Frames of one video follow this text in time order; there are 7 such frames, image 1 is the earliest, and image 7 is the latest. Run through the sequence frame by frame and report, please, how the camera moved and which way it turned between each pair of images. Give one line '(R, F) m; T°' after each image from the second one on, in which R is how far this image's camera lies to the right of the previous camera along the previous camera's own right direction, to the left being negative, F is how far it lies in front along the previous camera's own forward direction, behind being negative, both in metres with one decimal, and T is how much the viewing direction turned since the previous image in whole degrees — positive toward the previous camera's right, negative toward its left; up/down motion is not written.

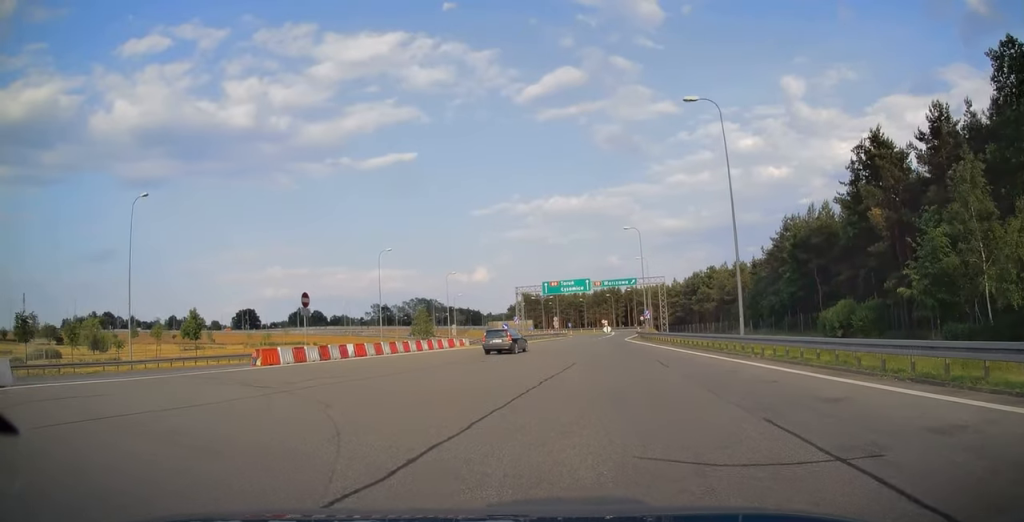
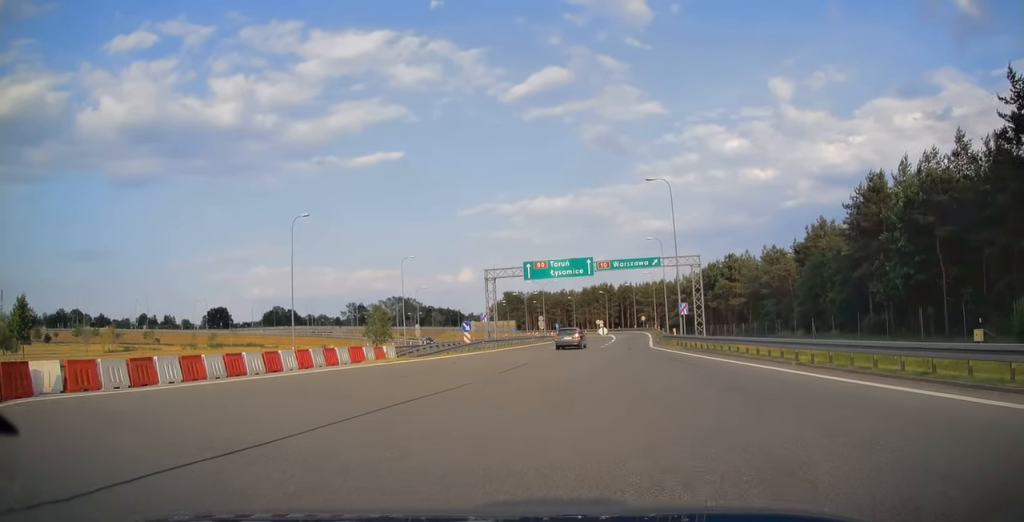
(+0.1, +22.8) m; +2°
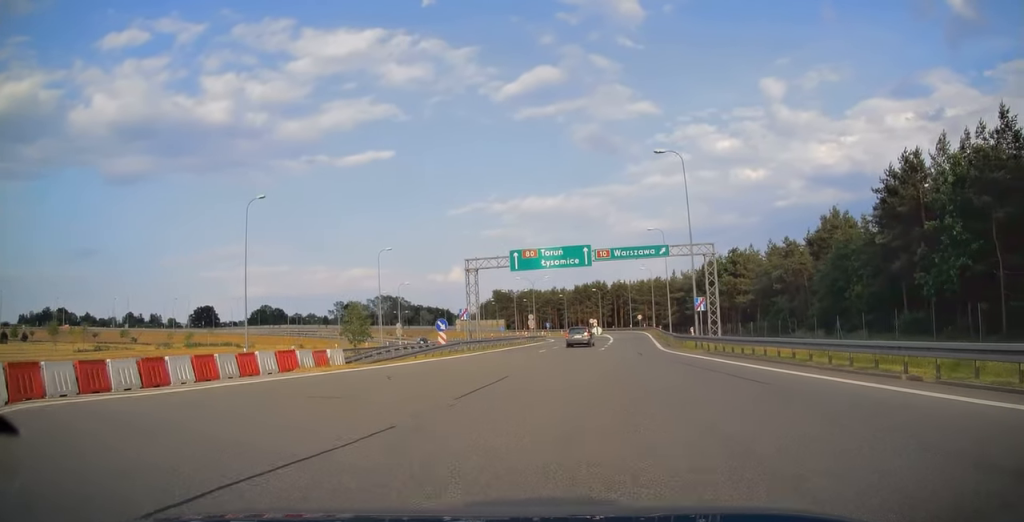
(+0.2, +6.9) m; +1°
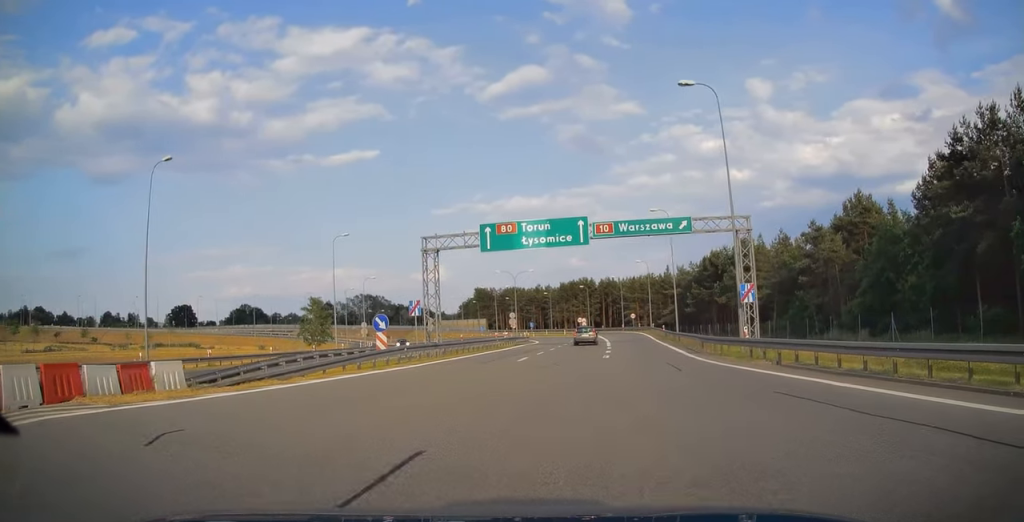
(-0.1, +10.8) m; 0°
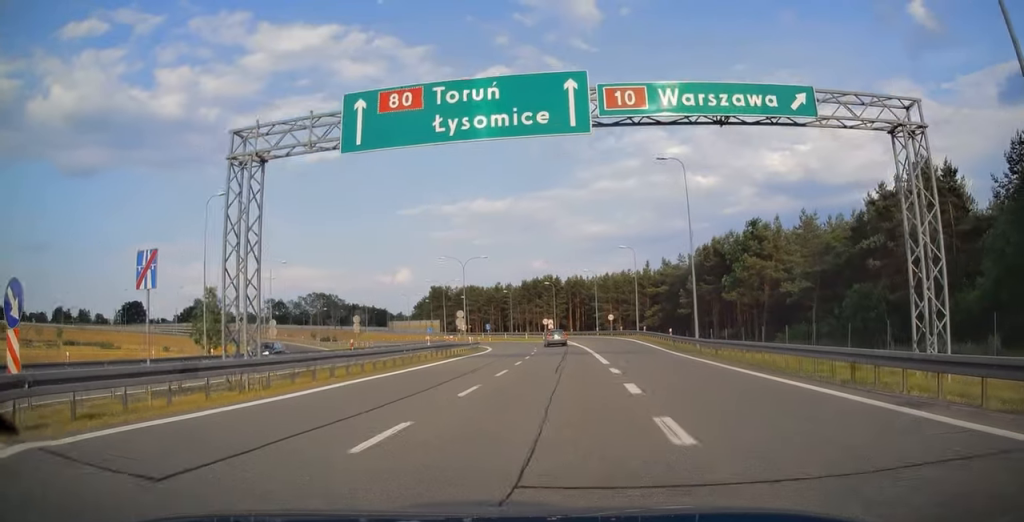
(+0.3, +18.9) m; +3°
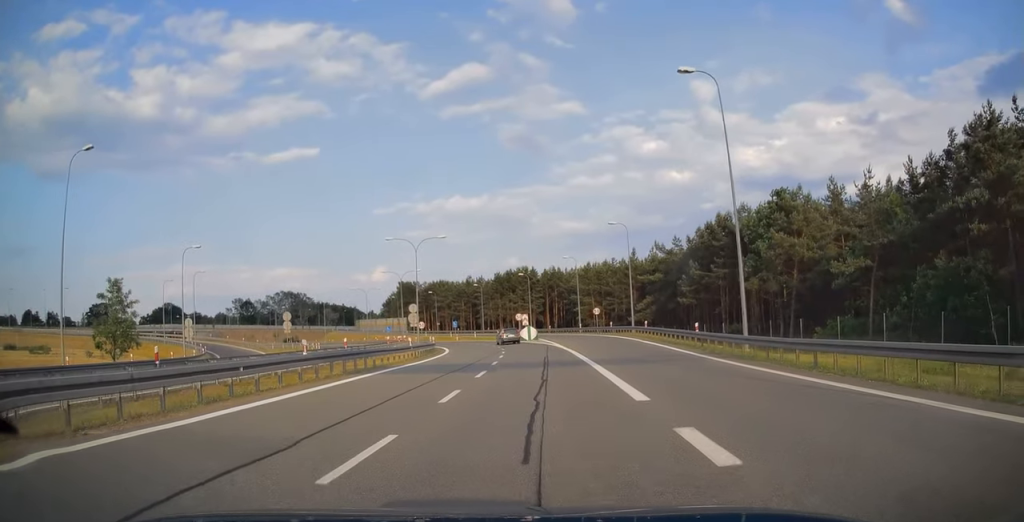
(+0.4, +13.1) m; +3°
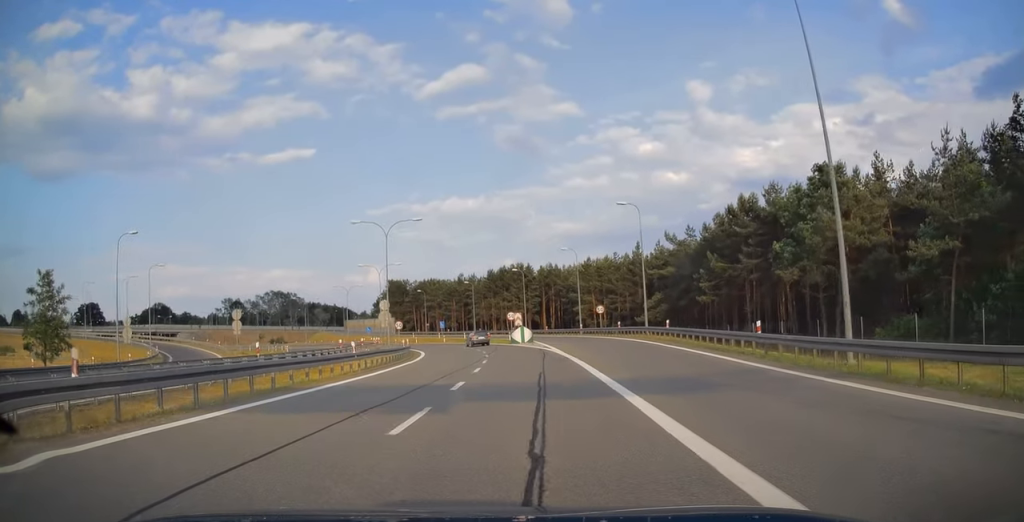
(+0.2, +9.0) m; +1°
